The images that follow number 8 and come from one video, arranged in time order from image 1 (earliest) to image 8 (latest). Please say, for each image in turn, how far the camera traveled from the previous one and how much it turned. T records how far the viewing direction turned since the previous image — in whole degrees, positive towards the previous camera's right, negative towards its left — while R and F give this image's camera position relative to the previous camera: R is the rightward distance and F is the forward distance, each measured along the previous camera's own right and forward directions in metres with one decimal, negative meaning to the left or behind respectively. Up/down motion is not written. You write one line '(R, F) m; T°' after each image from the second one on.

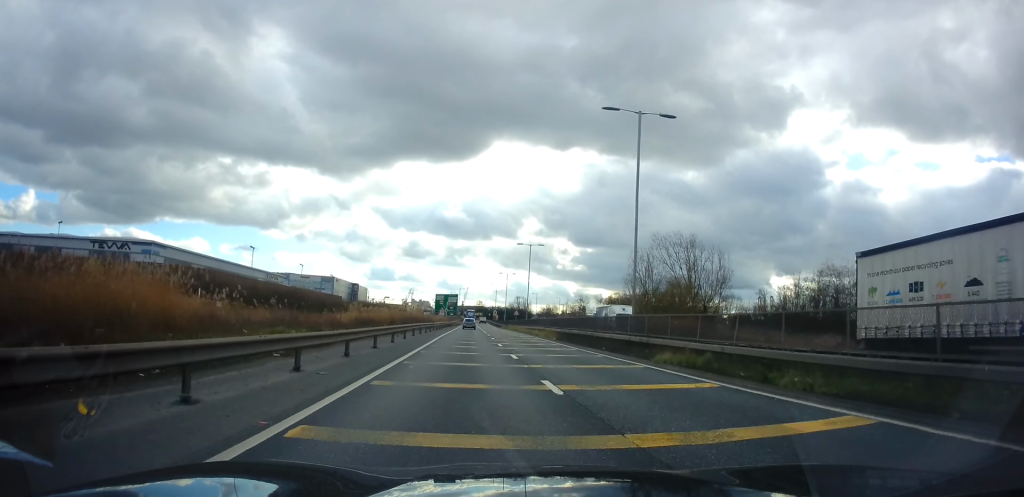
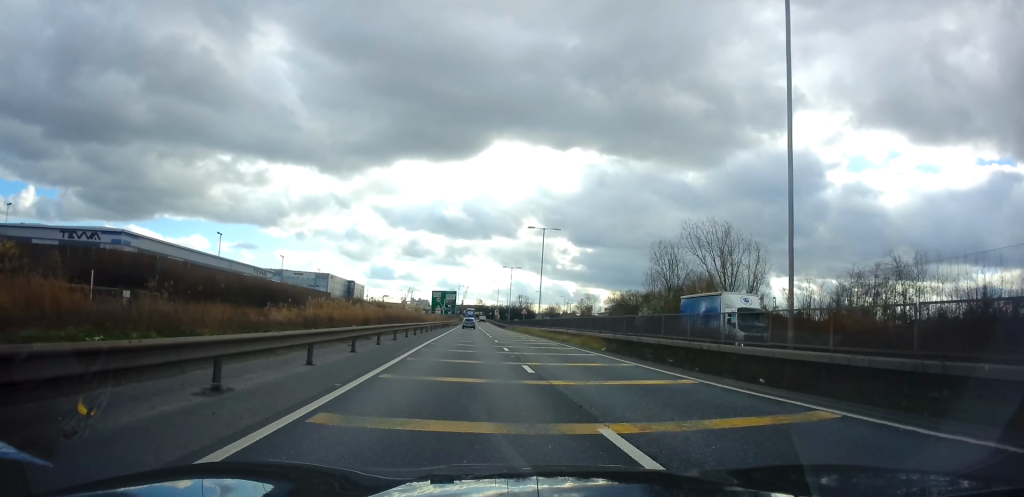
(-0.2, +14.0) m; 0°
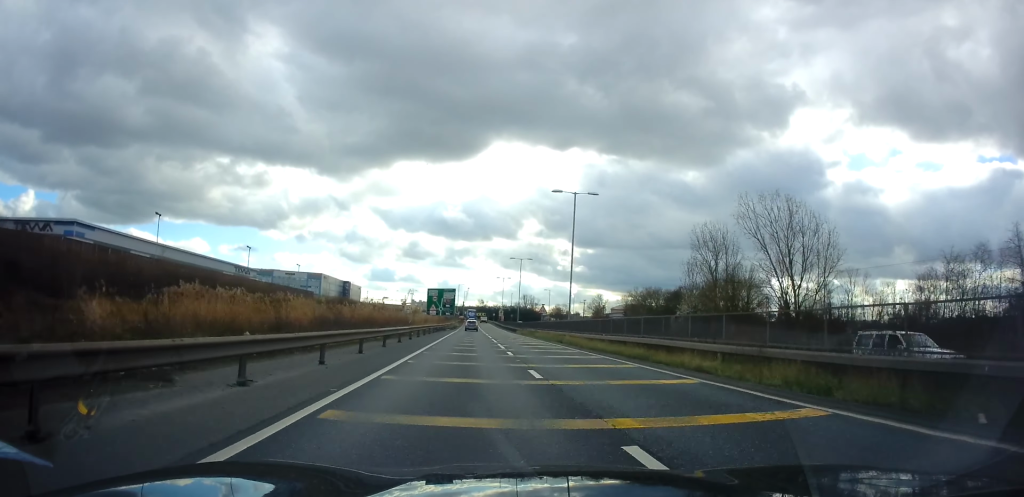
(+0.3, +18.9) m; 0°
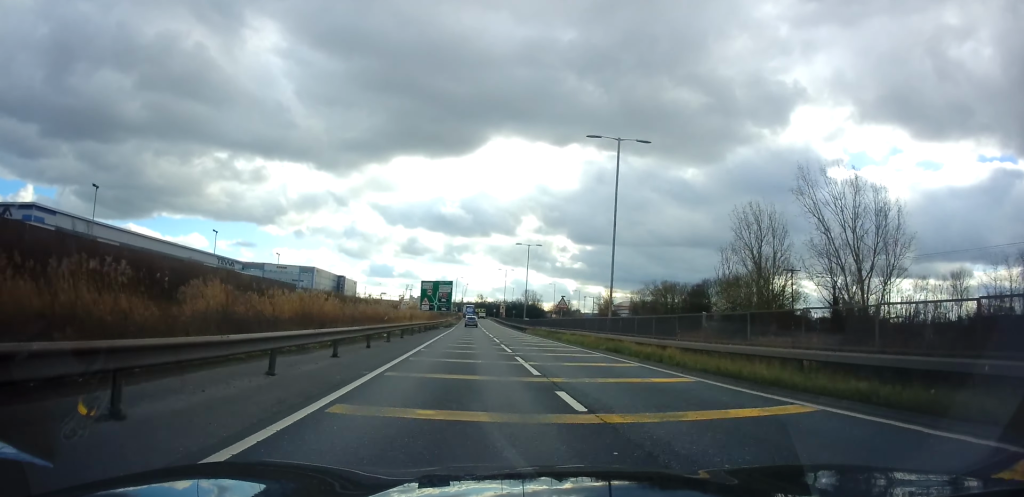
(-0.2, +13.6) m; -1°
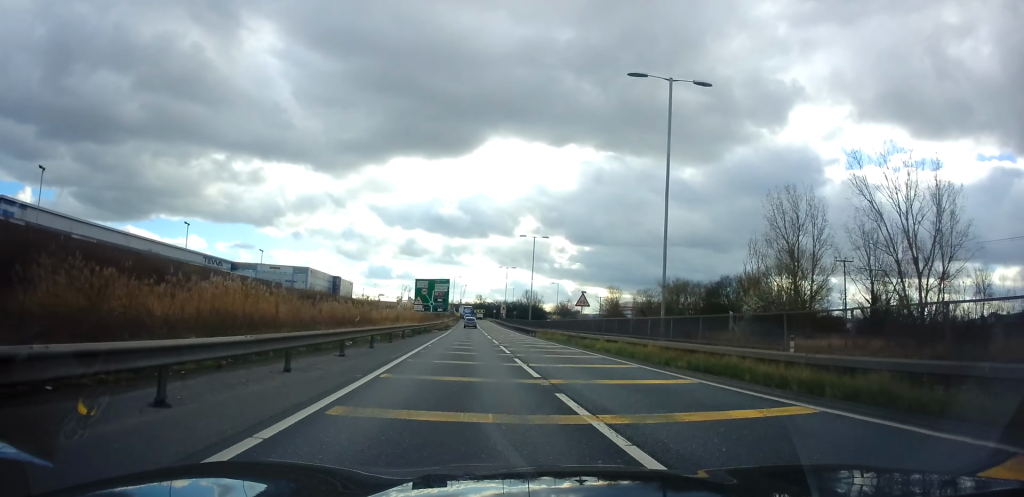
(0.0, +9.0) m; 0°
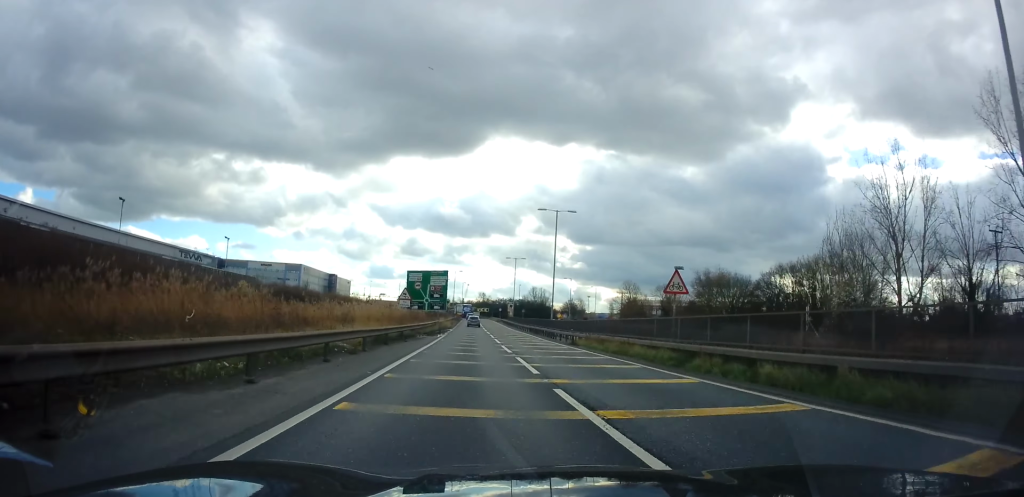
(0.0, +17.3) m; +1°
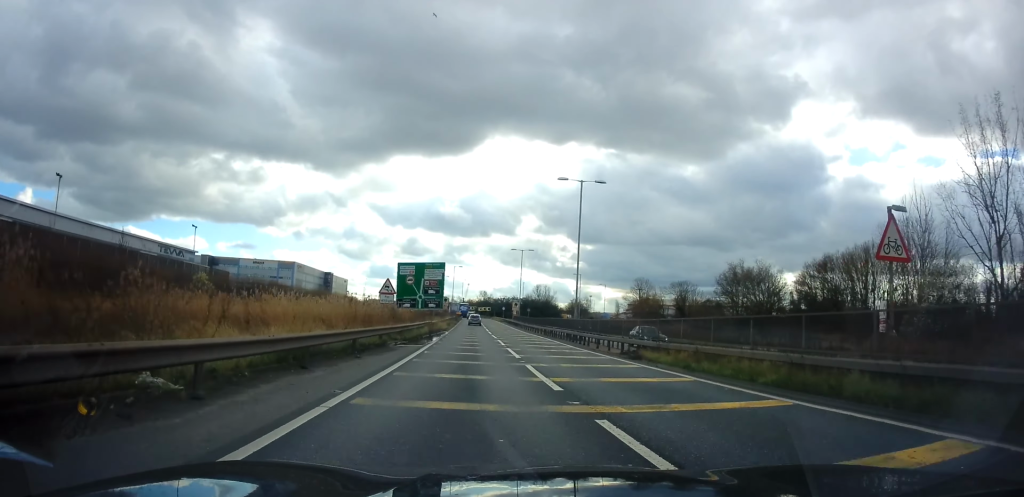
(+0.2, +12.0) m; 0°
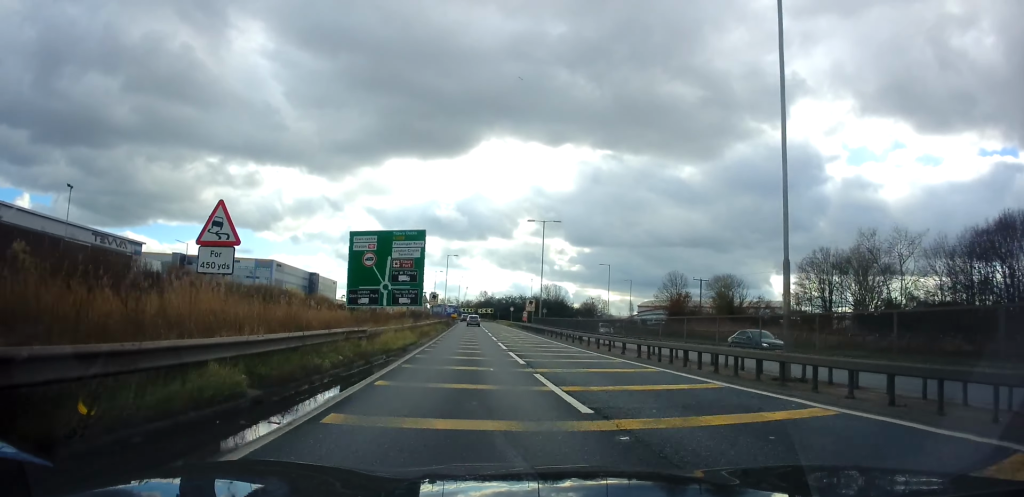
(-0.2, +29.3) m; 0°
